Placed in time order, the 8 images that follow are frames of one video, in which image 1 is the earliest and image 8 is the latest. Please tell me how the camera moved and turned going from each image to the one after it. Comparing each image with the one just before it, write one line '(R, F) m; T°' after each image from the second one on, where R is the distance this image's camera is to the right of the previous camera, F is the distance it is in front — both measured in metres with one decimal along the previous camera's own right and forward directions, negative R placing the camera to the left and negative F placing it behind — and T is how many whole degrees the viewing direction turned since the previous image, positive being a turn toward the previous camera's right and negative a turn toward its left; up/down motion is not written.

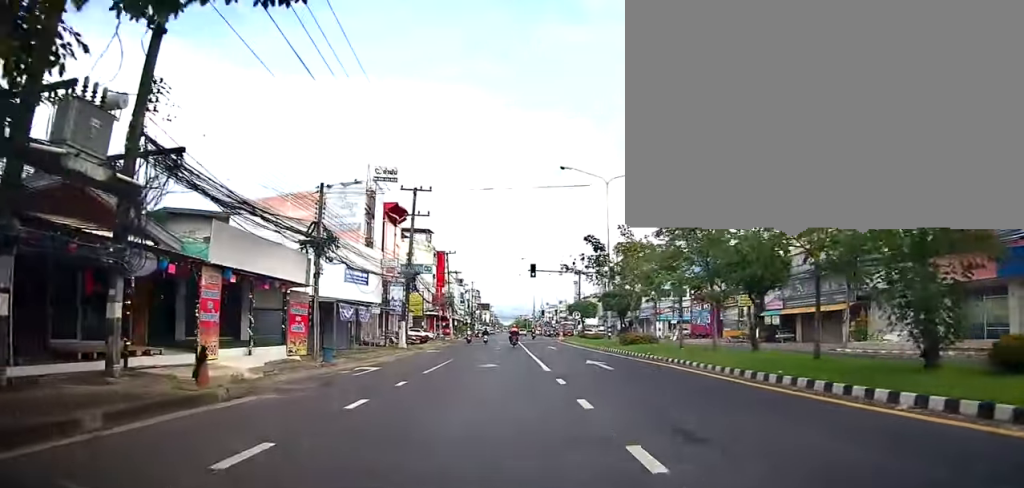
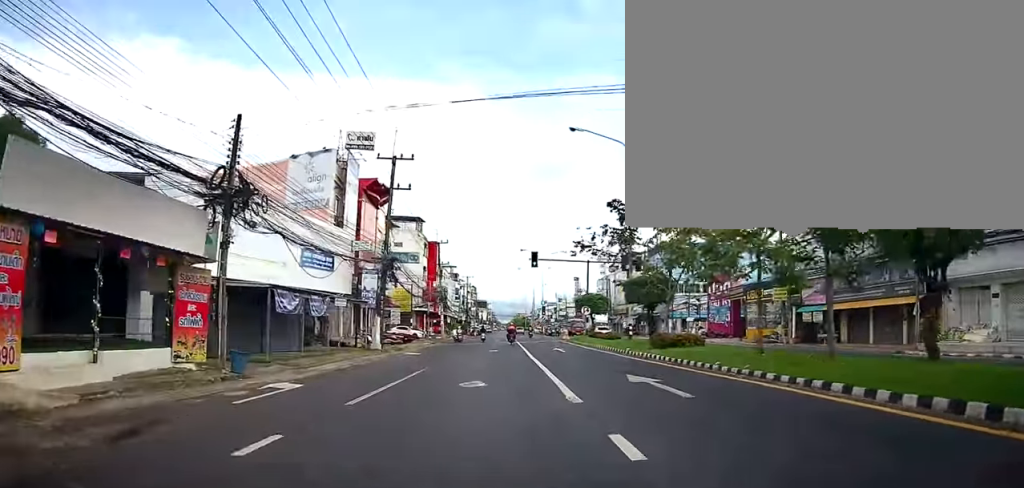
(0.0, +7.9) m; -2°
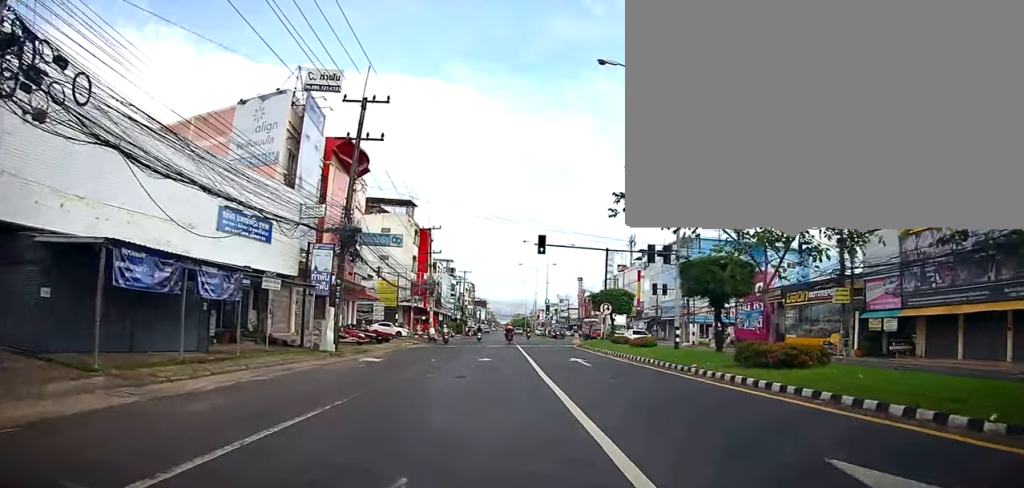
(-0.1, +9.4) m; -1°
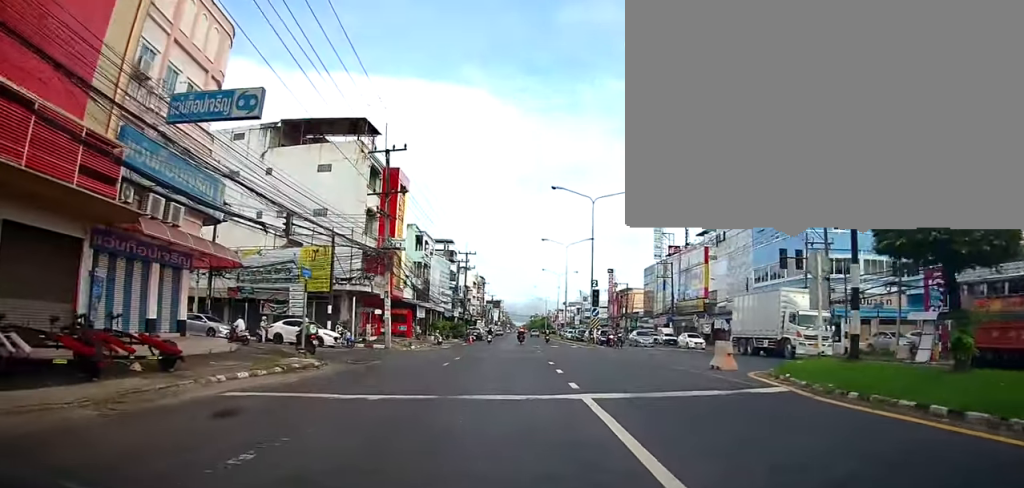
(+0.4, +29.4) m; +1°
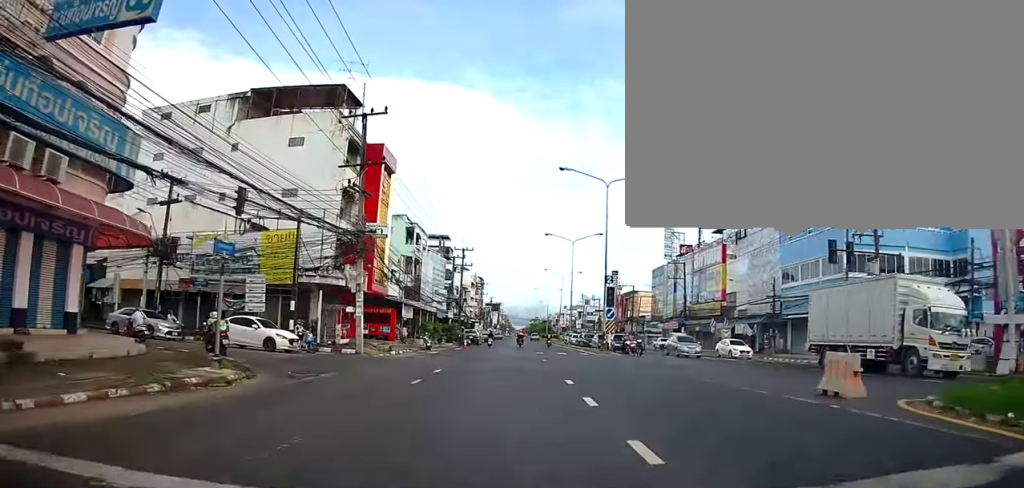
(+0.2, +6.4) m; -2°
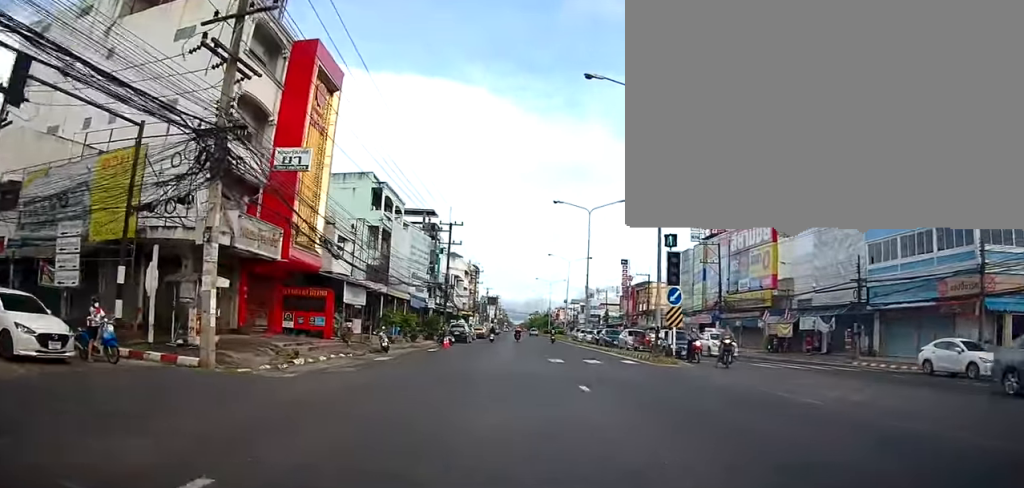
(-0.9, +14.4) m; -1°
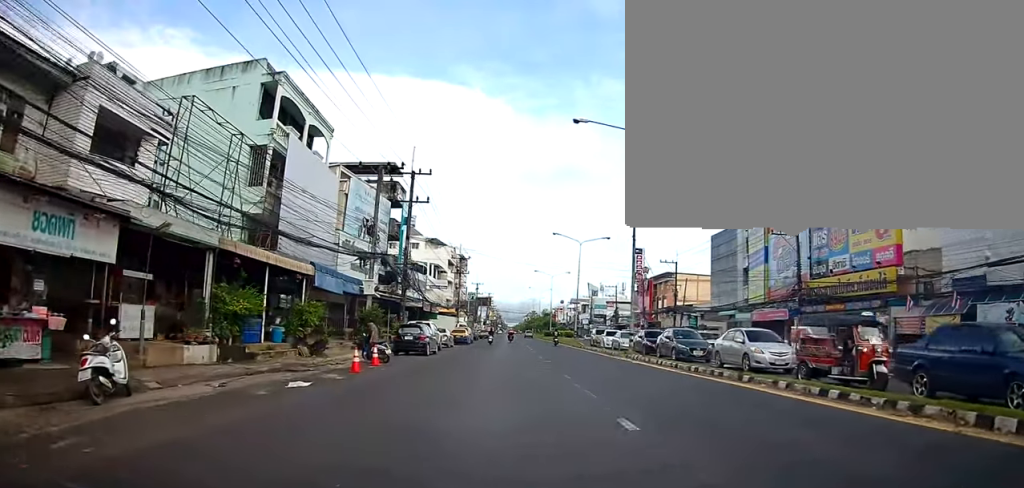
(+0.3, +20.5) m; 0°
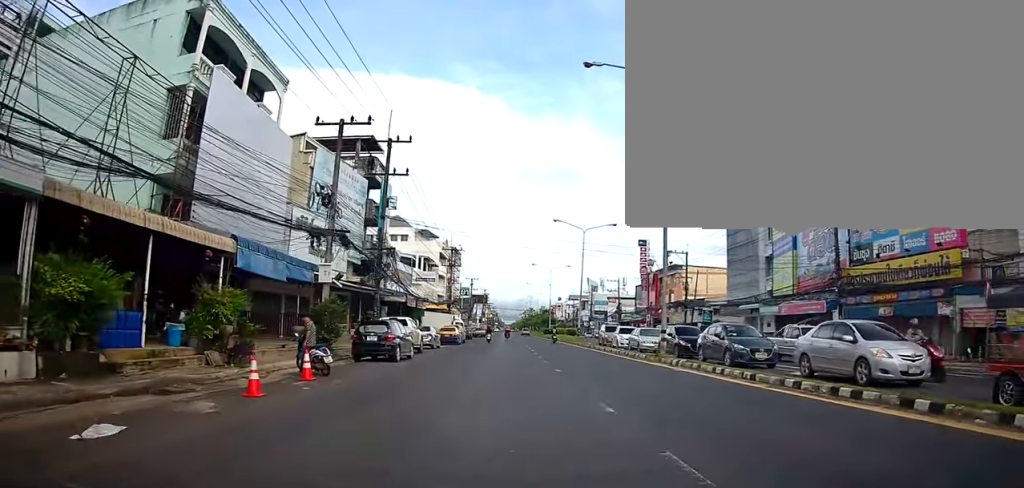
(-0.2, +6.6) m; 0°
